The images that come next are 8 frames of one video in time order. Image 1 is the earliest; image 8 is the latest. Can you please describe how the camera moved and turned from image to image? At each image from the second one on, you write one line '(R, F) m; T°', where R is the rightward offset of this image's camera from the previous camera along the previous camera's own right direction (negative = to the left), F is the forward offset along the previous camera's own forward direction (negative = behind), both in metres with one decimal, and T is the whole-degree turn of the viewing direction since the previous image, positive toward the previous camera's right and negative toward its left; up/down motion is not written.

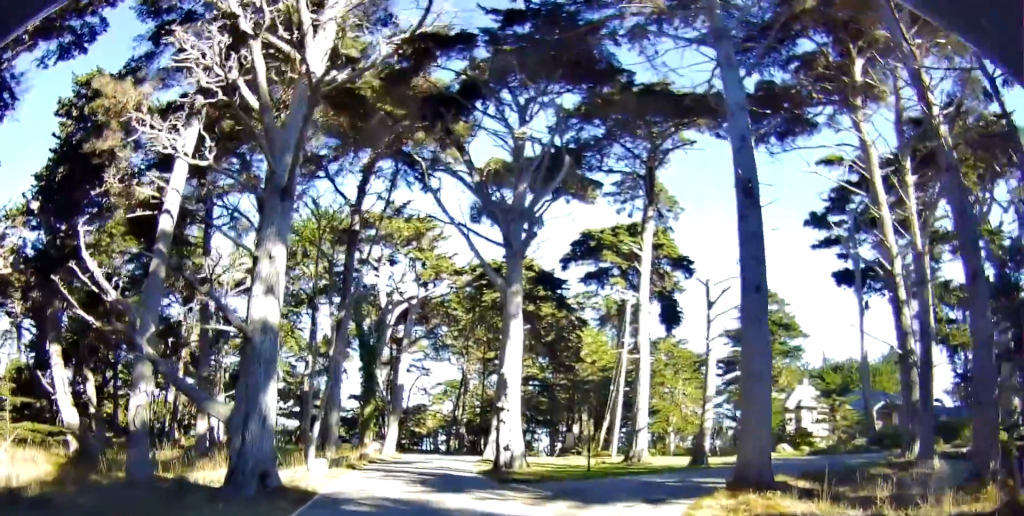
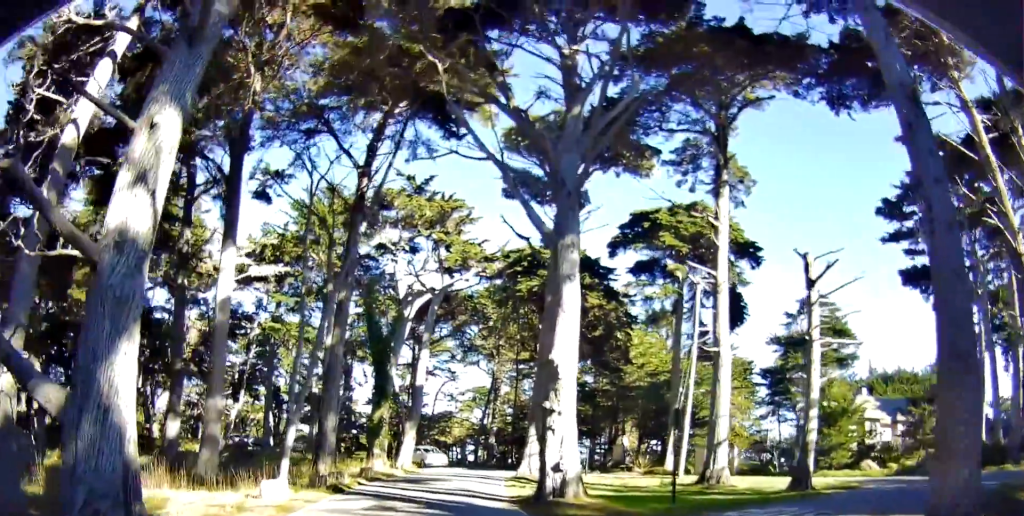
(+0.1, +6.4) m; -4°
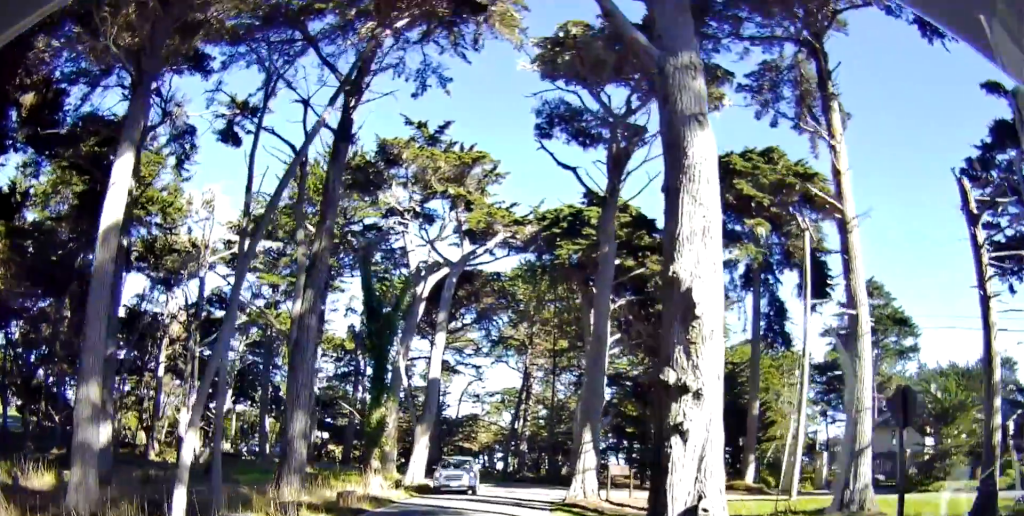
(-0.9, +9.0) m; -7°
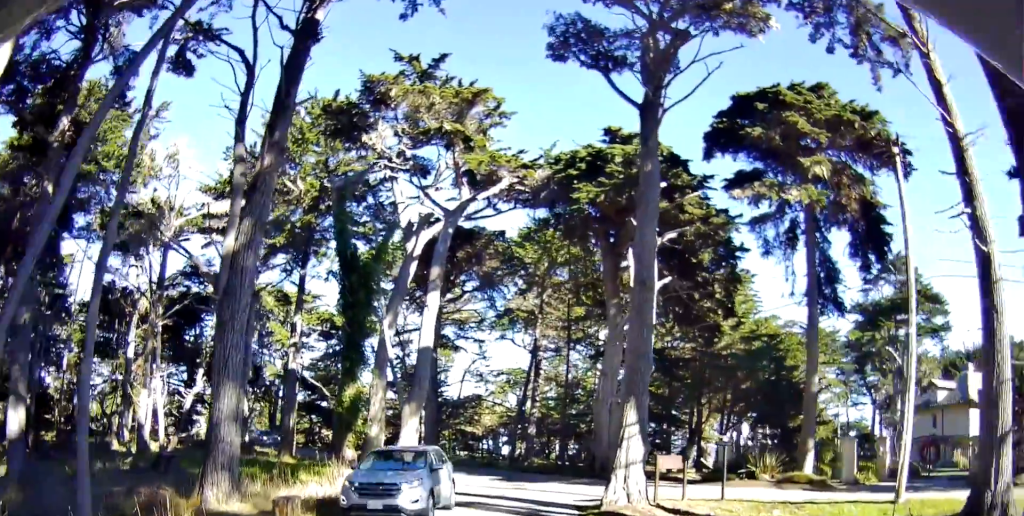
(0.0, +7.6) m; 0°
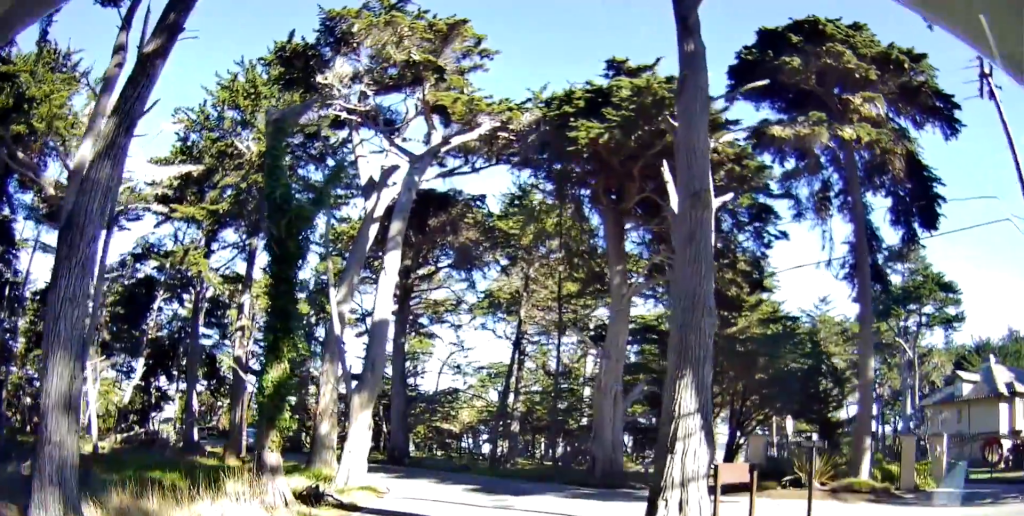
(0.0, +8.2) m; 0°
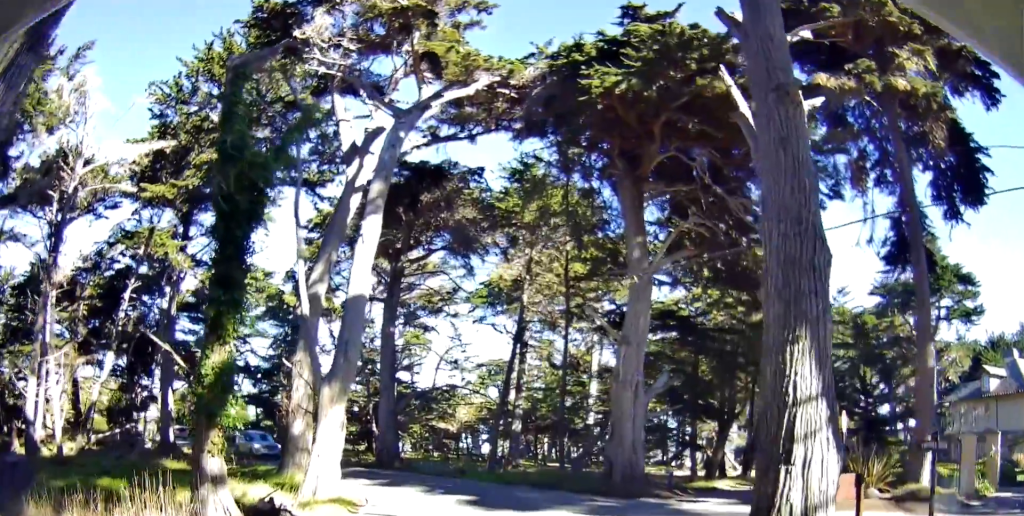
(0.0, +5.6) m; 0°
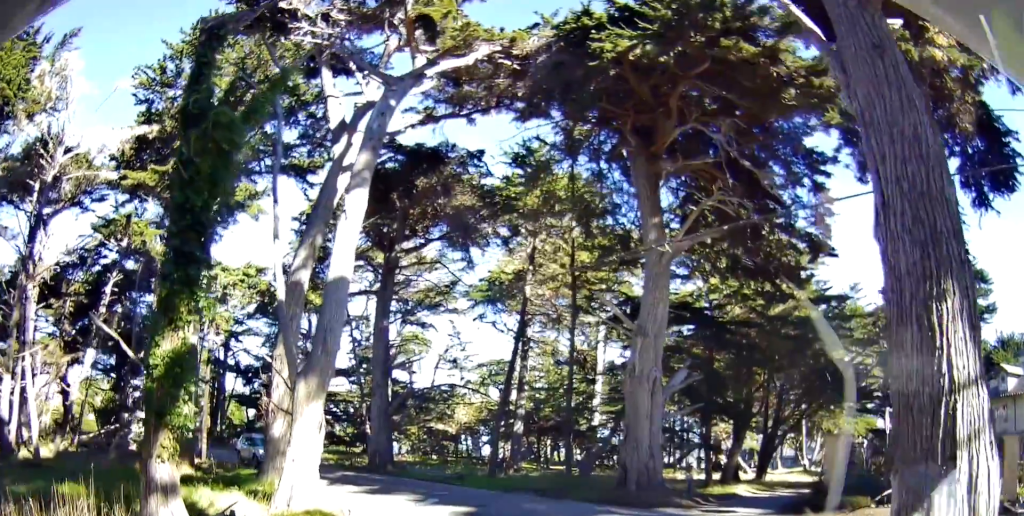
(0.0, +3.6) m; 0°
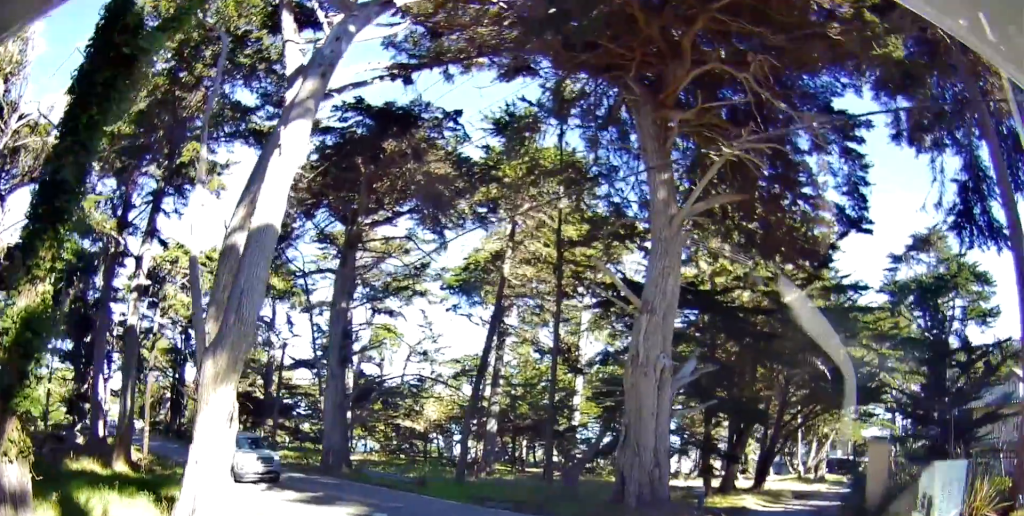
(0.0, +6.3) m; +6°
